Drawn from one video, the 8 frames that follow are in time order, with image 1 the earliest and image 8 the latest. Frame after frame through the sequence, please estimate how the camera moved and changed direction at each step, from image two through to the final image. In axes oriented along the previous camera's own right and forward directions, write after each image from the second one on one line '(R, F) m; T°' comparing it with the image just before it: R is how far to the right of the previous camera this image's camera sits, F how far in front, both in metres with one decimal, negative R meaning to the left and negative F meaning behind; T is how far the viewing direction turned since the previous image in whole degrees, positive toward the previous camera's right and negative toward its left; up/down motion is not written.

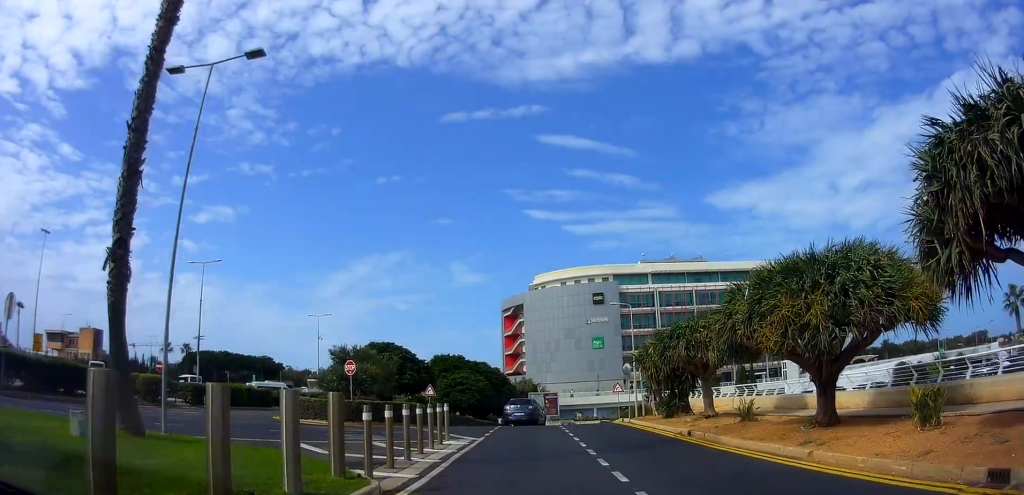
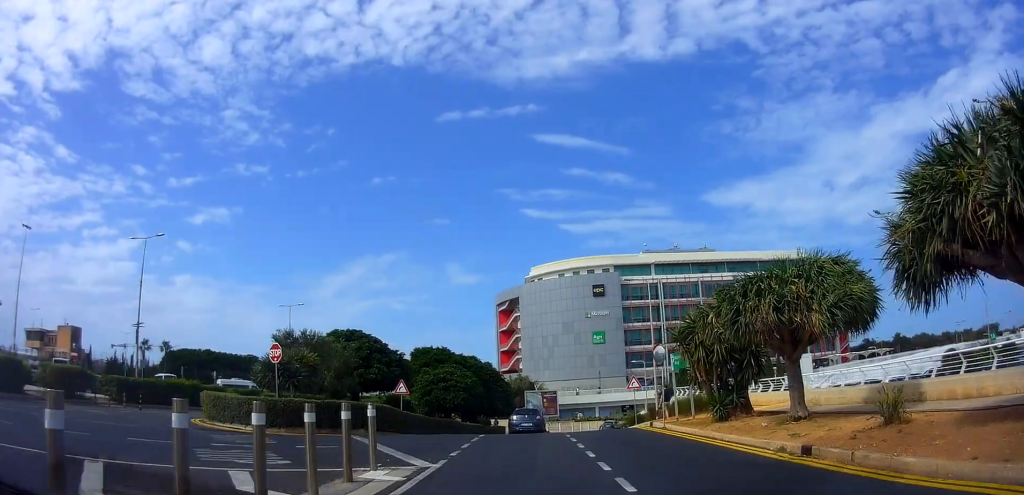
(-0.2, +7.6) m; +1°
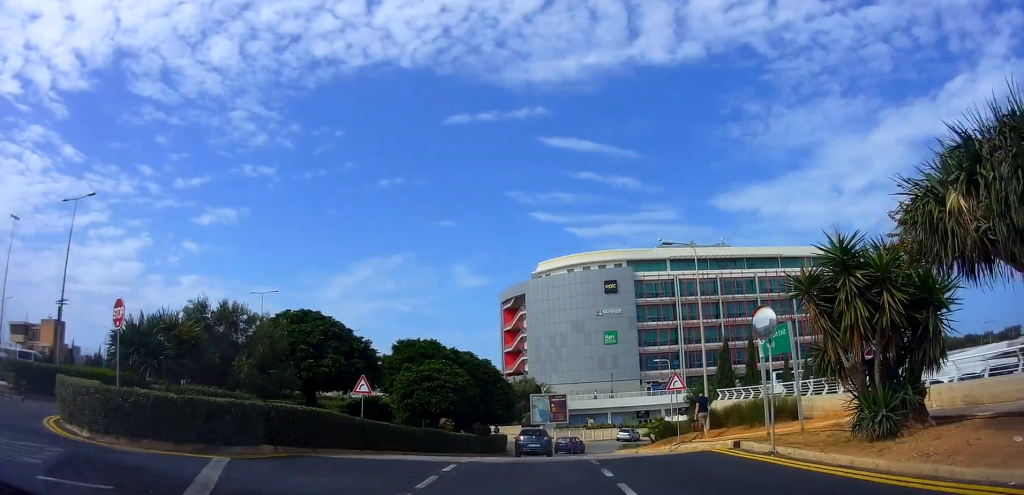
(+0.3, +7.9) m; -2°
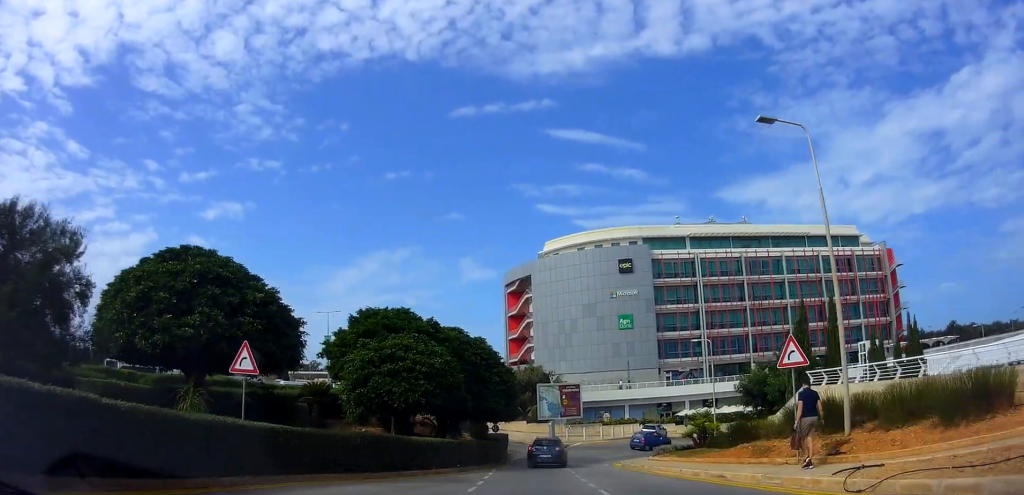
(-1.0, +9.8) m; -2°
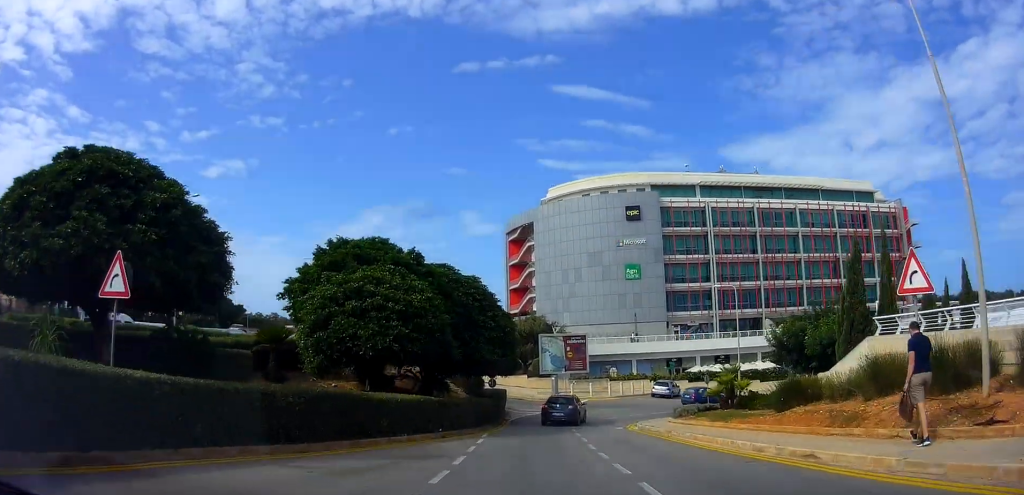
(+0.7, +4.7) m; +3°
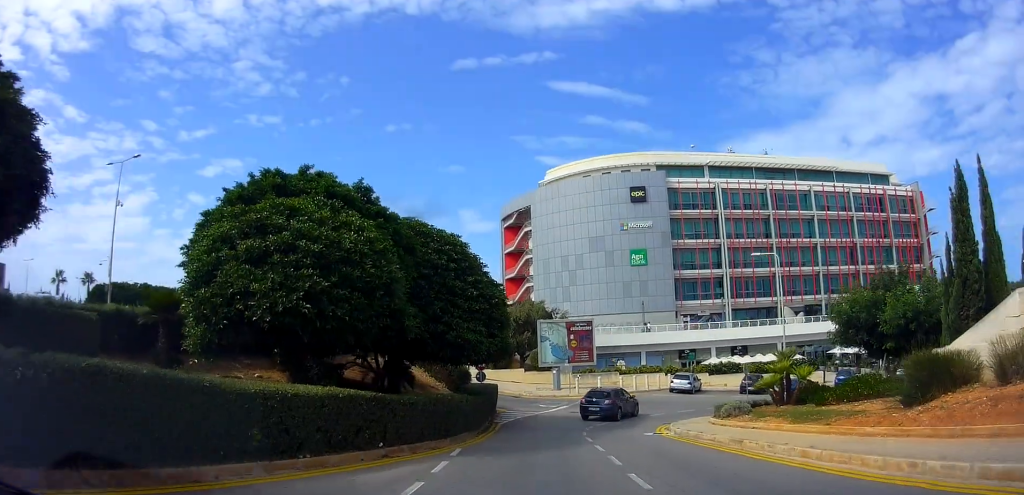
(+0.2, +6.8) m; 0°
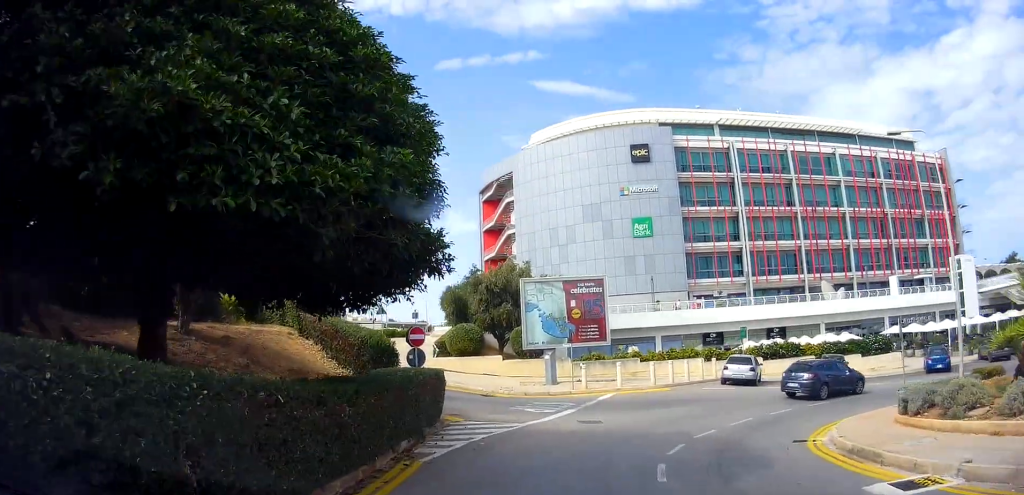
(-0.4, +13.7) m; 0°
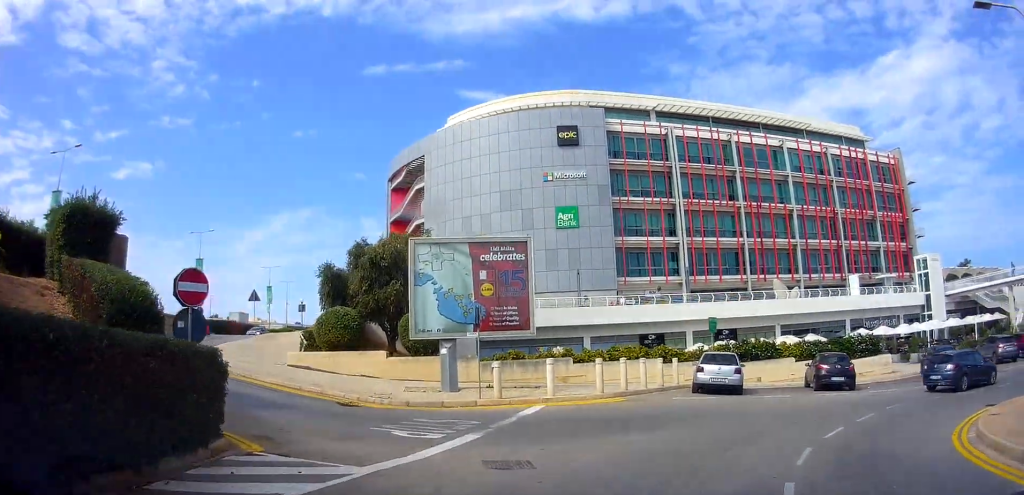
(+0.5, +9.2) m; +9°
